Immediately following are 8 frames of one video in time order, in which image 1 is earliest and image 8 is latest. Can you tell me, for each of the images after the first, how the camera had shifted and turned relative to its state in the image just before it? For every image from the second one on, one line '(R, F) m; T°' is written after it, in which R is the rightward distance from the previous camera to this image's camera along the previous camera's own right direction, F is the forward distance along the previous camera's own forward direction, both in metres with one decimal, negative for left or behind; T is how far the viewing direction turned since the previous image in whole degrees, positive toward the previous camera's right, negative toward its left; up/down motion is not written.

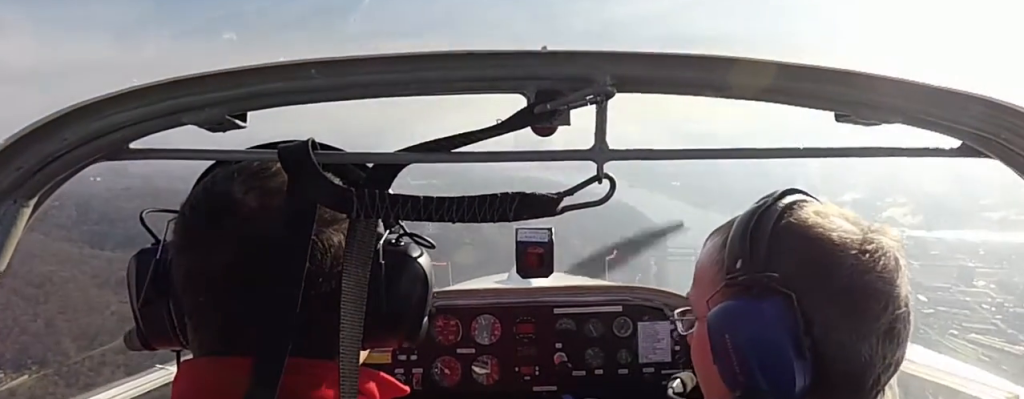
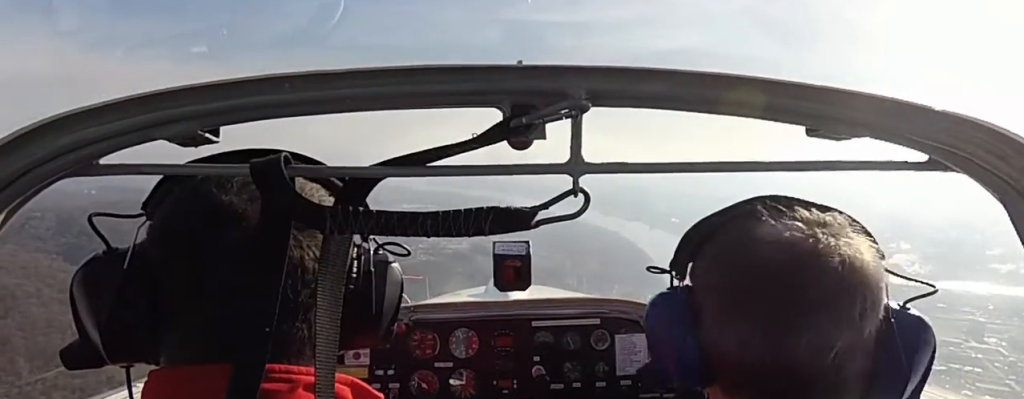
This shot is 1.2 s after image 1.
(-0.2, +38.4) m; 0°
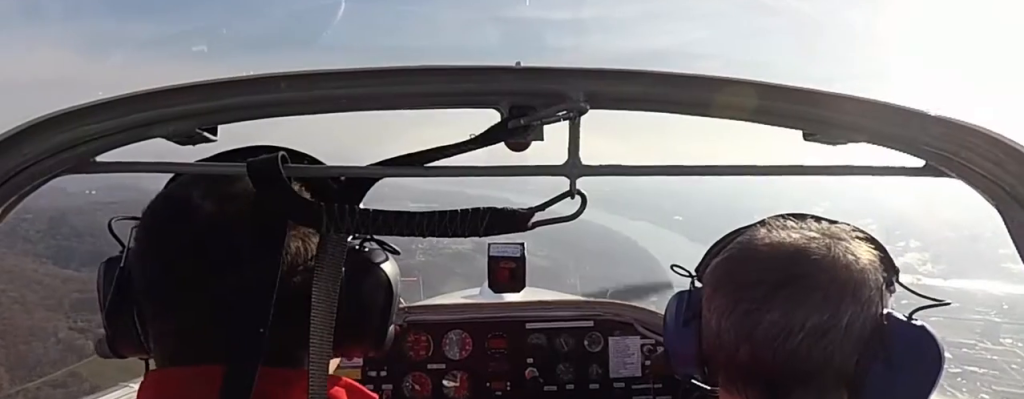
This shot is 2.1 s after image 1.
(0.0, +27.1) m; -1°
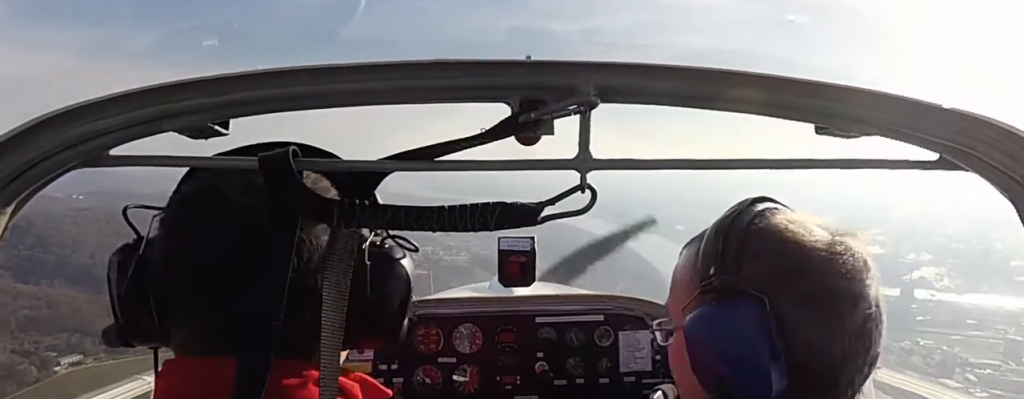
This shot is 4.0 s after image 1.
(-2.8, +56.6) m; -3°
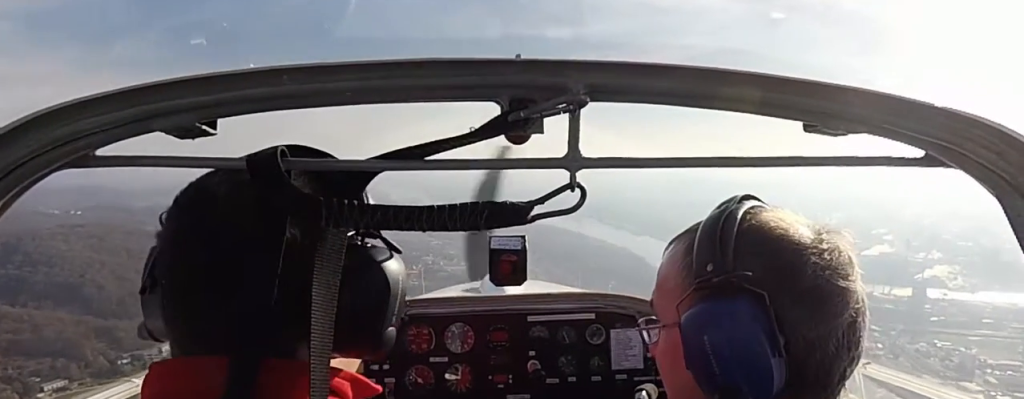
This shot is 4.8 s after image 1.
(+0.2, +23.6) m; 0°
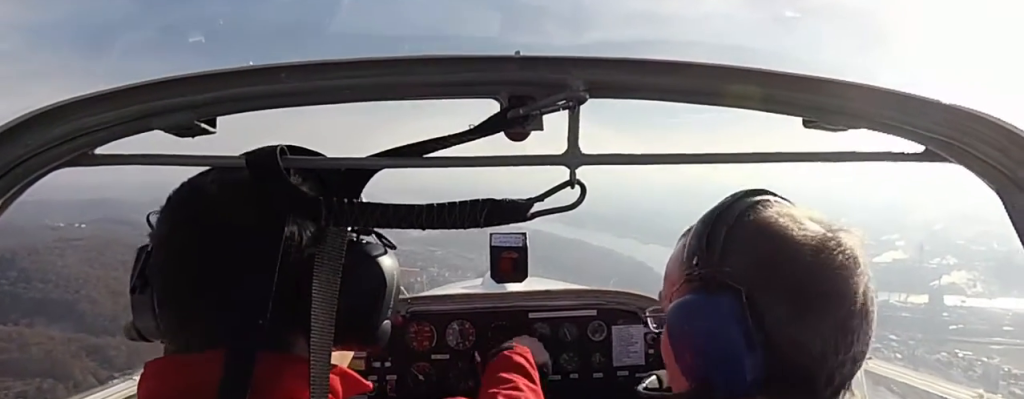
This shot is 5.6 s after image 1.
(+0.1, +22.3) m; 0°
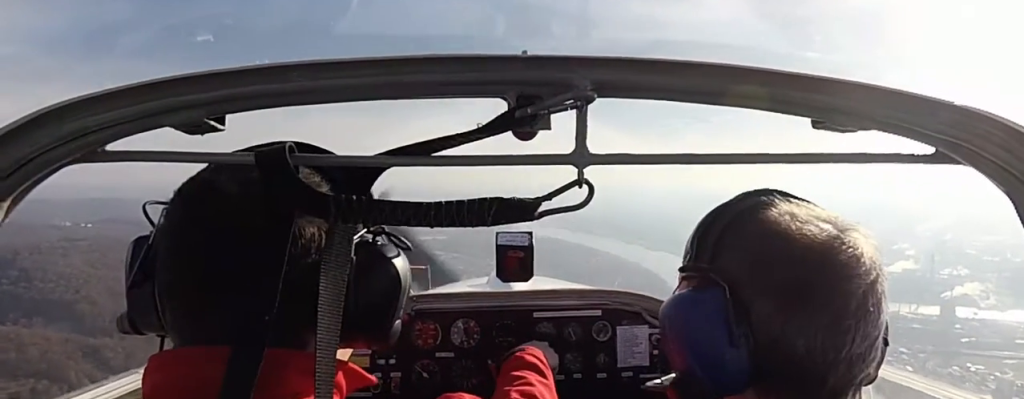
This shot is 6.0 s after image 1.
(-0.2, +11.6) m; -1°
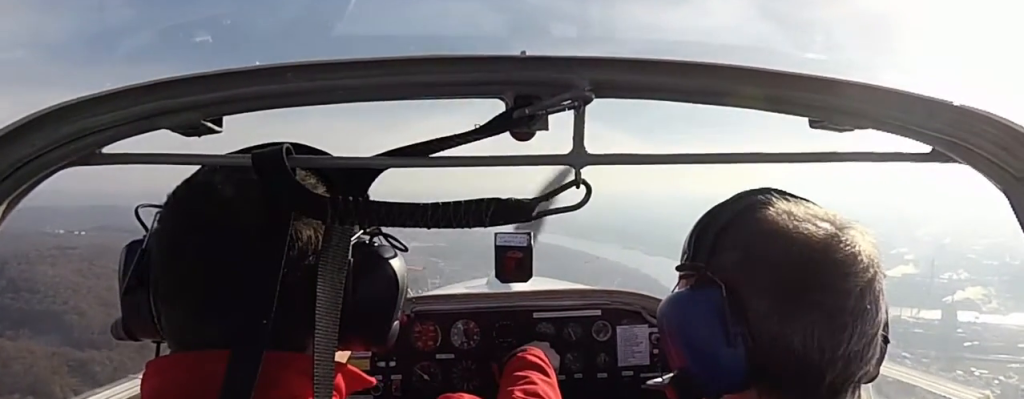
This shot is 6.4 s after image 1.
(-0.1, +11.7) m; 0°
